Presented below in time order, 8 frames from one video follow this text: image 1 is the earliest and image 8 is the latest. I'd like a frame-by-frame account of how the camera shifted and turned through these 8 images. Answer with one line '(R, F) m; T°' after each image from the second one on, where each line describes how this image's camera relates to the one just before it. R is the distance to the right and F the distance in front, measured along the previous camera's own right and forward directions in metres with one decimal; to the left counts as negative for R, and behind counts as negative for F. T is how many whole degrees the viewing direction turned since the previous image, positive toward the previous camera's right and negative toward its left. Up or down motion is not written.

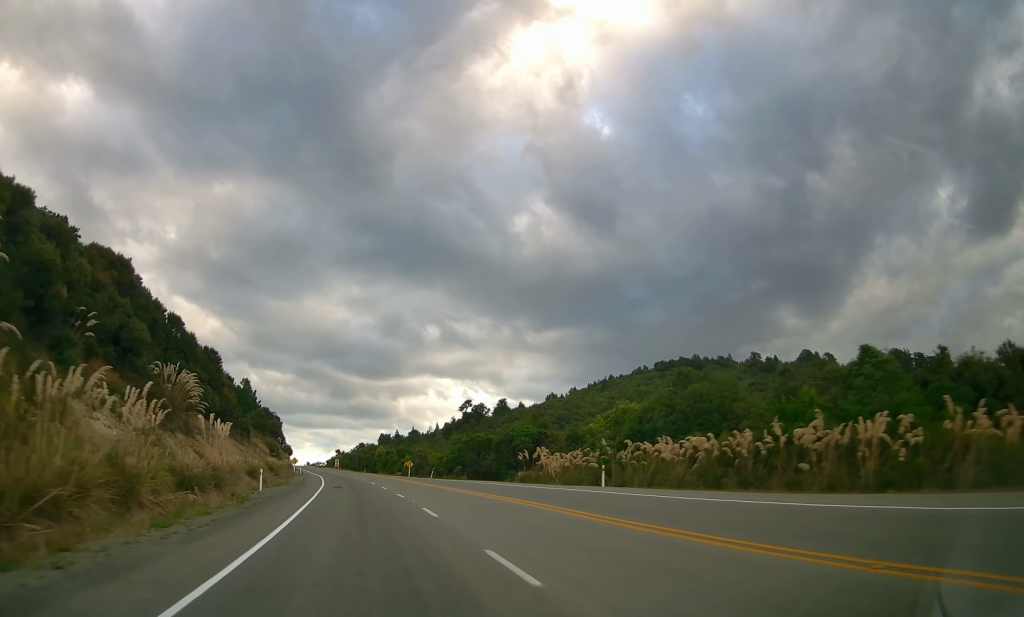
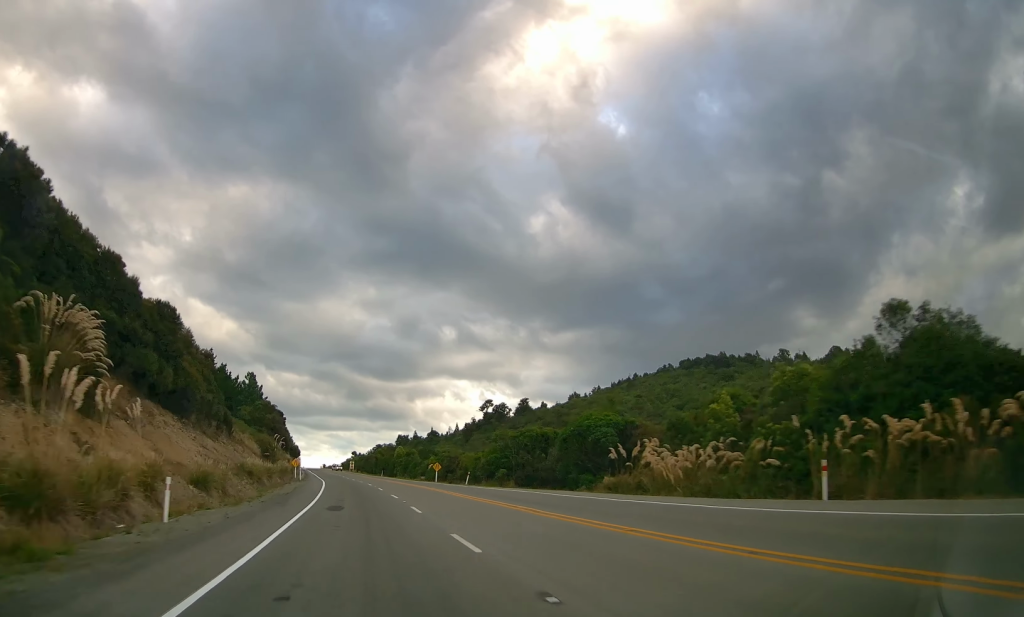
(-0.1, +16.3) m; -2°
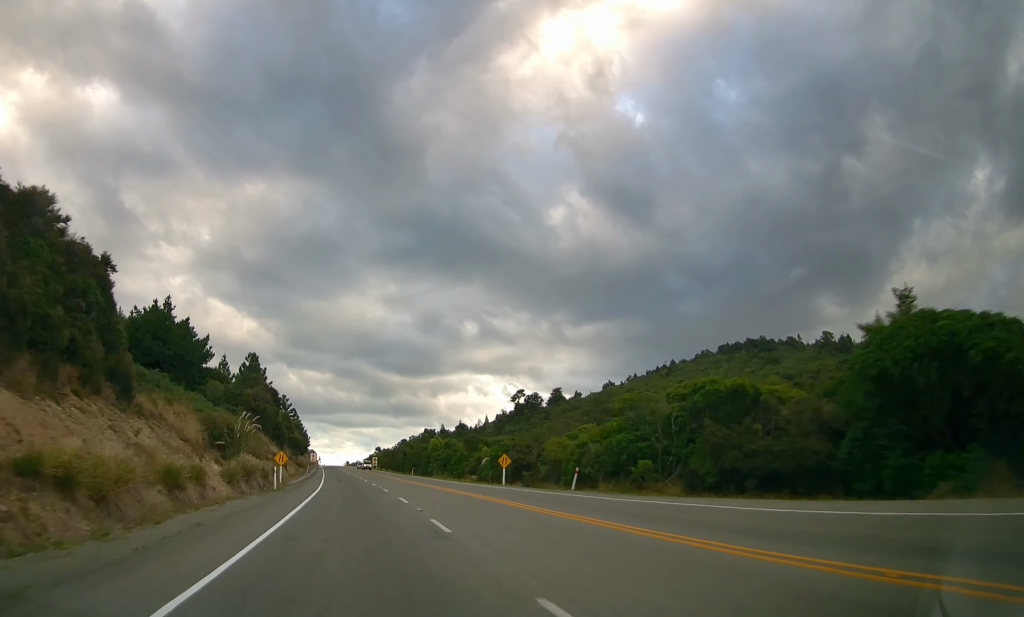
(-0.9, +26.7) m; -2°
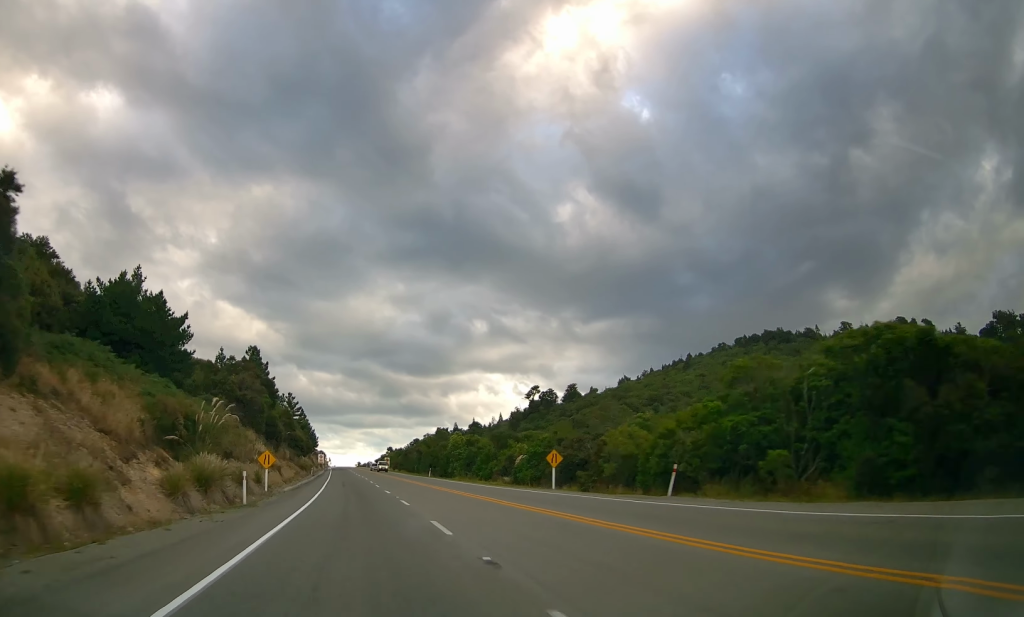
(-0.1, +10.3) m; 0°
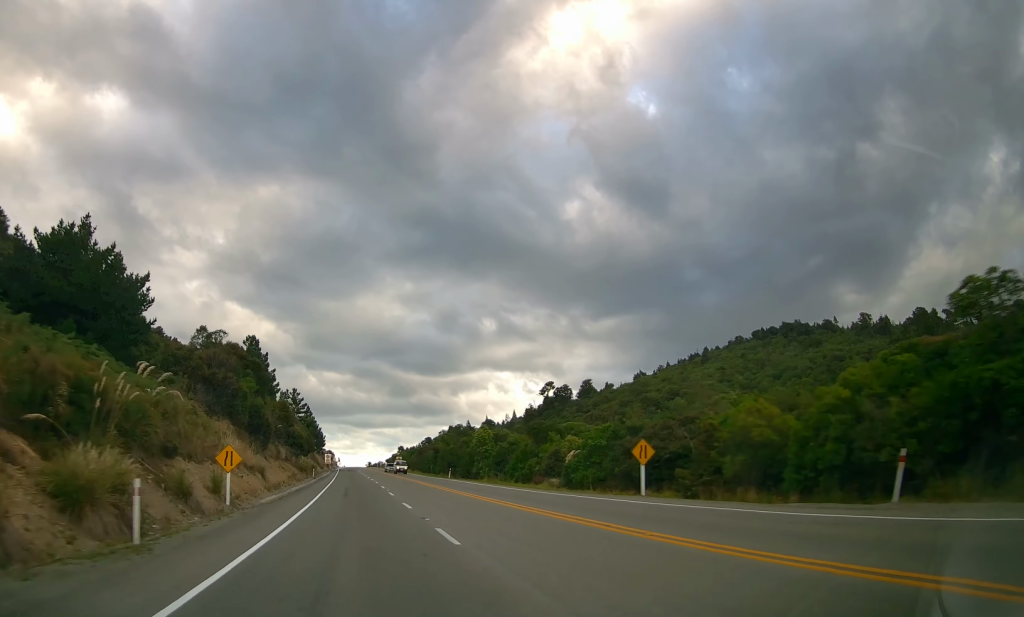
(0.0, +11.2) m; 0°
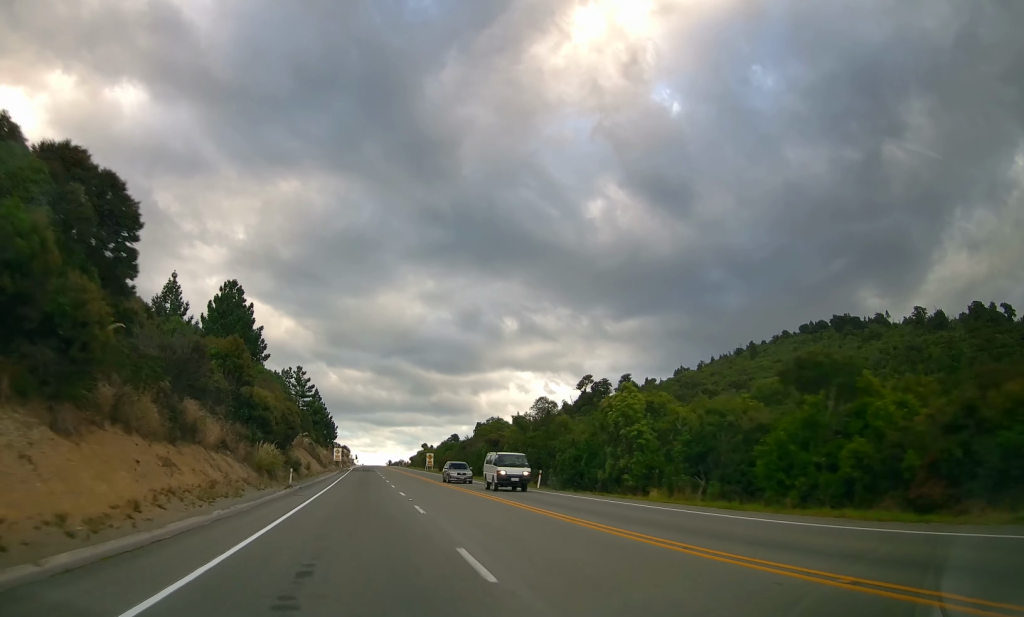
(-0.2, +32.9) m; -1°
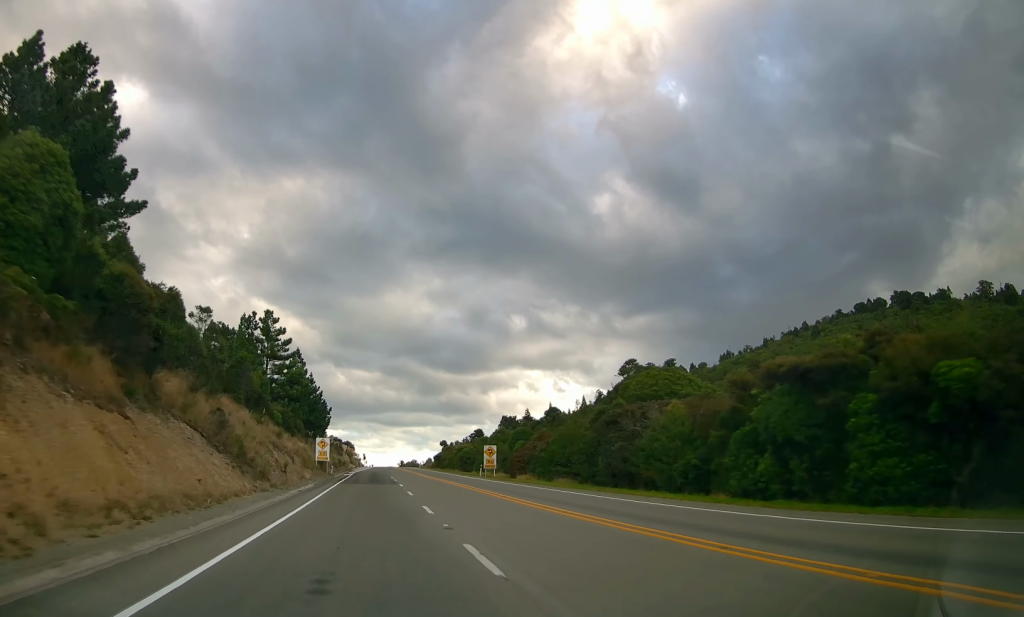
(-1.5, +49.6) m; -1°
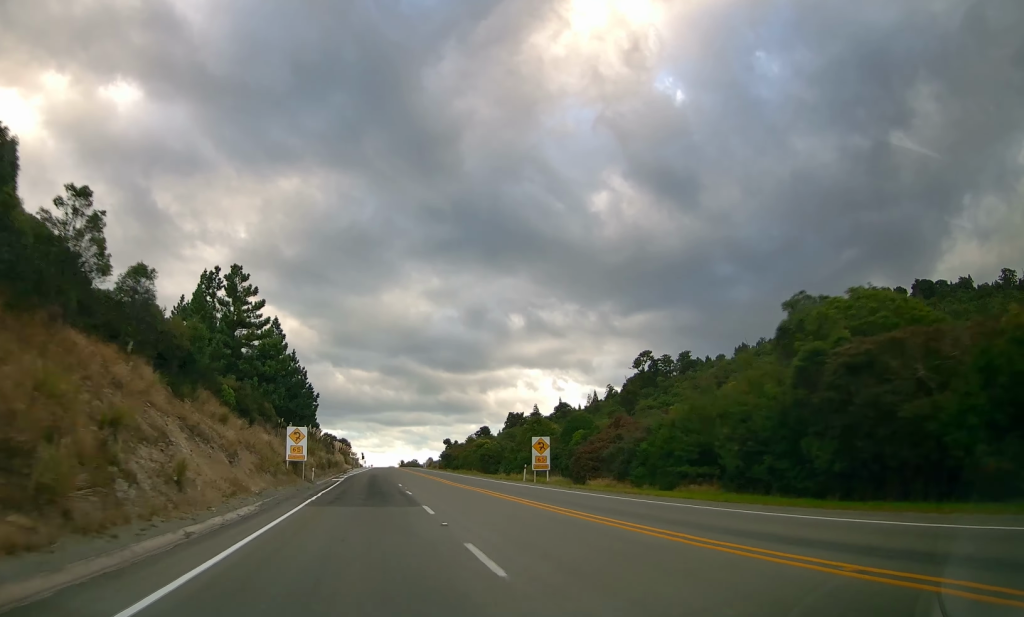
(+0.8, +19.3) m; 0°
